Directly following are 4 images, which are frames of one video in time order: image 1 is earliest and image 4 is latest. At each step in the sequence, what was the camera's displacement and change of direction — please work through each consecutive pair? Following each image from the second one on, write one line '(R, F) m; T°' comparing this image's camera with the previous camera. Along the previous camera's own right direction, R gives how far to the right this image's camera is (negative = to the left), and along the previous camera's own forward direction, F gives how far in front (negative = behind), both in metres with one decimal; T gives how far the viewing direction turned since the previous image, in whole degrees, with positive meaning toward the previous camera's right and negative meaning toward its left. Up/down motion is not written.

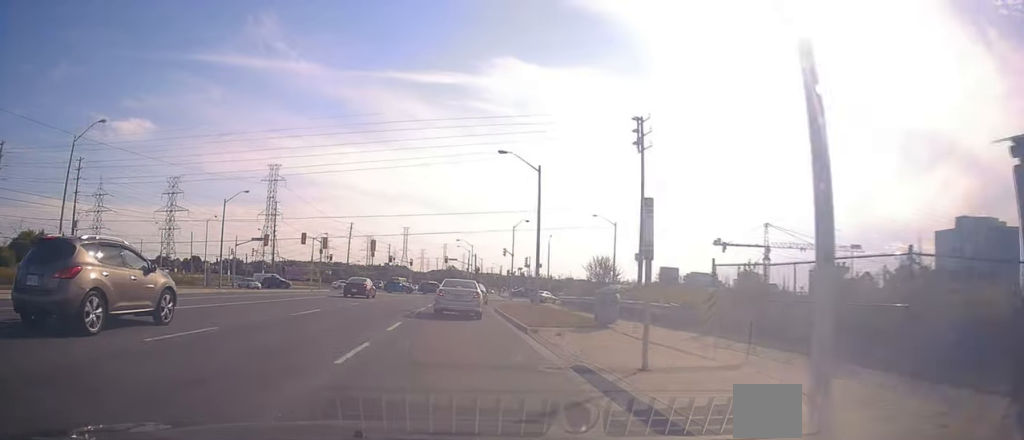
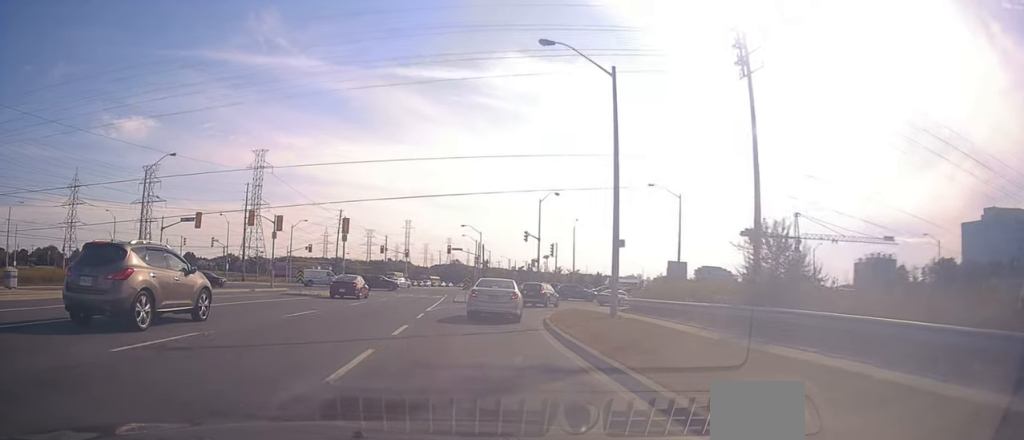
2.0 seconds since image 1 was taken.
(-1.0, +18.9) m; -4°
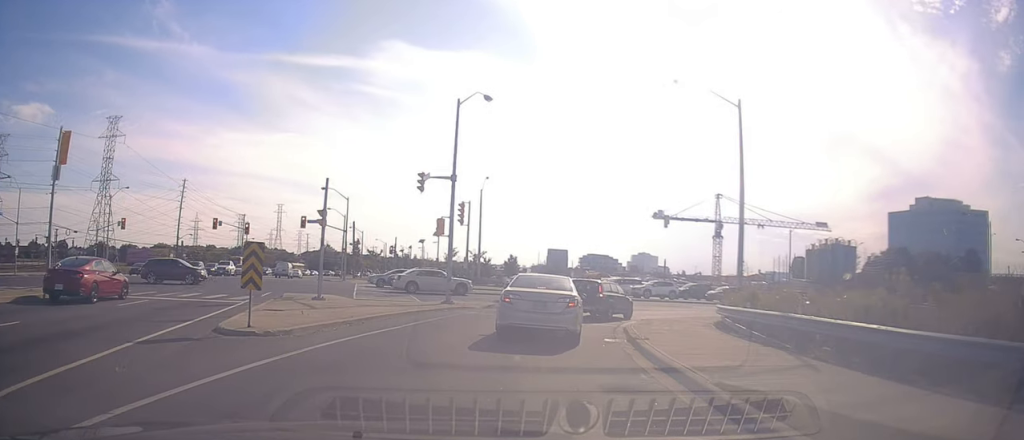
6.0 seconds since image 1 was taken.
(+2.3, +32.6) m; +13°
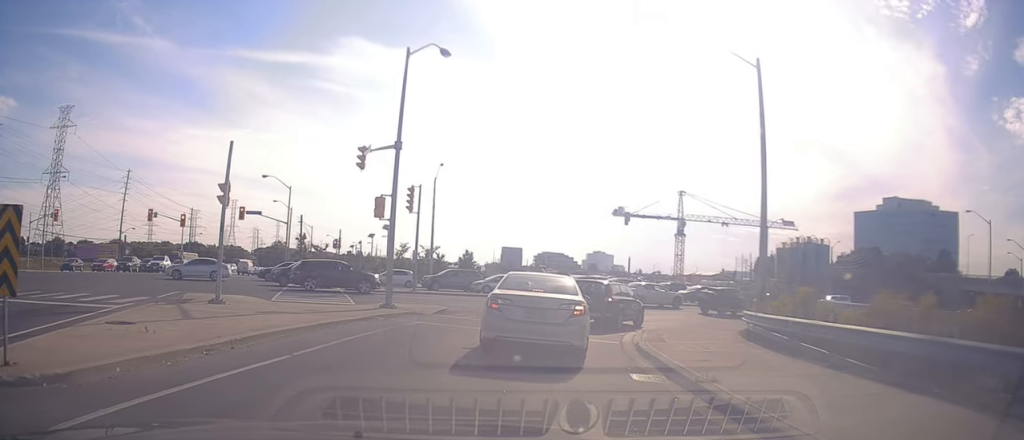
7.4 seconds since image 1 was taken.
(+0.6, +7.2) m; +4°
